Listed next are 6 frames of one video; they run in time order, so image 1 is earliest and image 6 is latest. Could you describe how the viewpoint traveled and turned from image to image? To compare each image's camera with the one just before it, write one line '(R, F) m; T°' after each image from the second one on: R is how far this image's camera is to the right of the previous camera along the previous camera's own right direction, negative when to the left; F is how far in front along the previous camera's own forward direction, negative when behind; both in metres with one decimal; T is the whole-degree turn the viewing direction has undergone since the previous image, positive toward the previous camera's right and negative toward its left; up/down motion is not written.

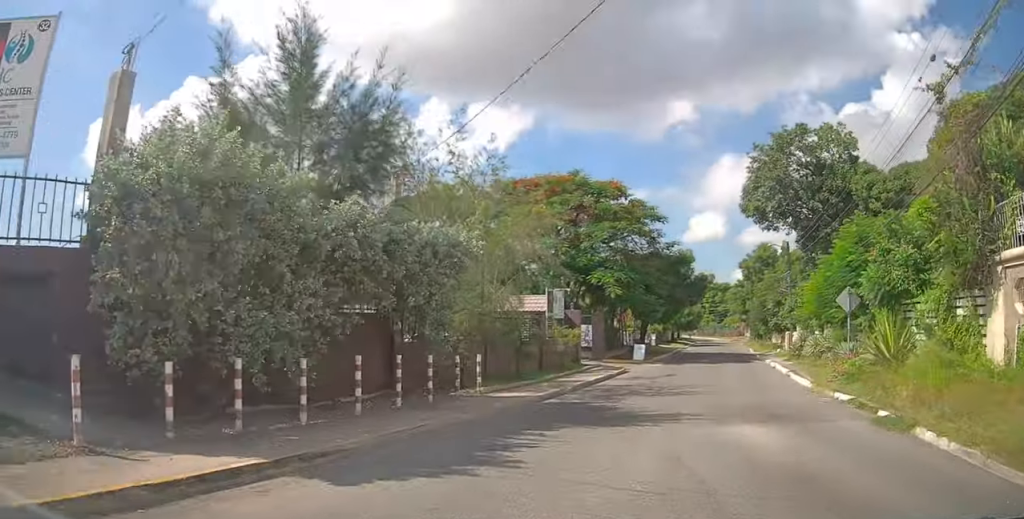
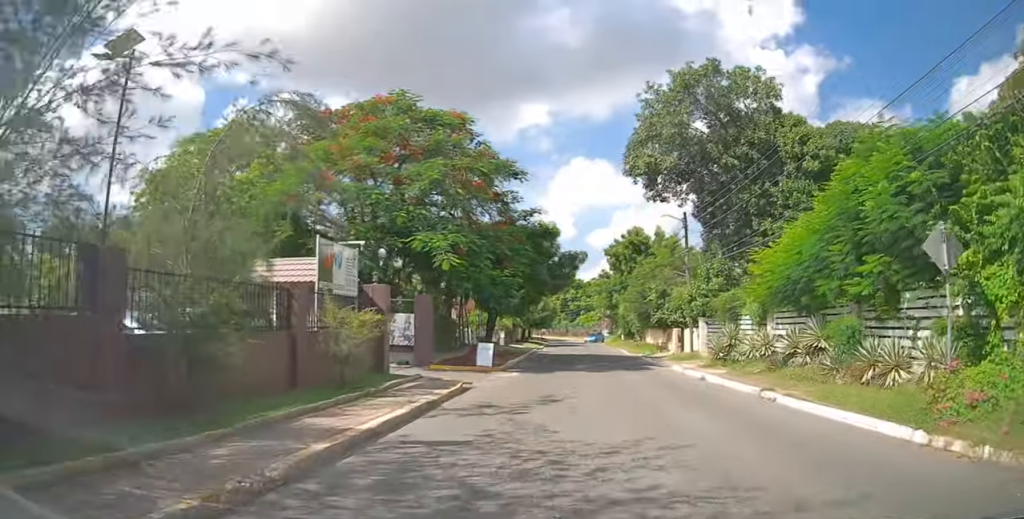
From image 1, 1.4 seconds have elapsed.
(+1.1, +10.5) m; +13°
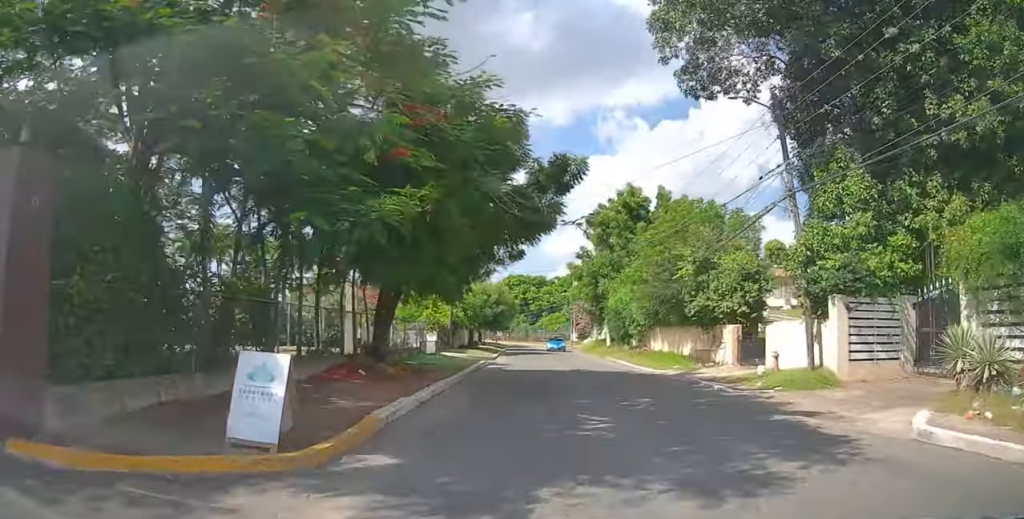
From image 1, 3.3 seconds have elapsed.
(+1.6, +17.0) m; +7°
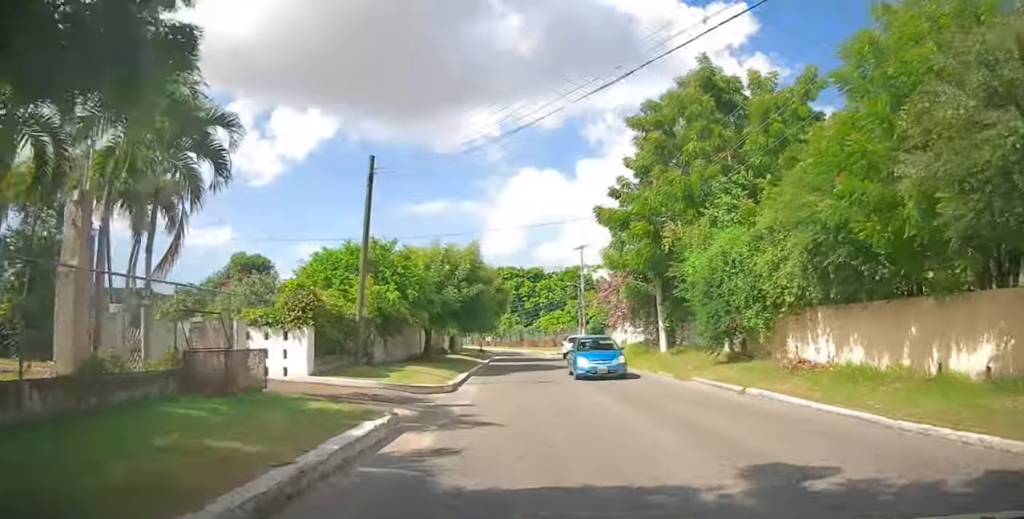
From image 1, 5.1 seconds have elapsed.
(+0.1, +18.9) m; -1°
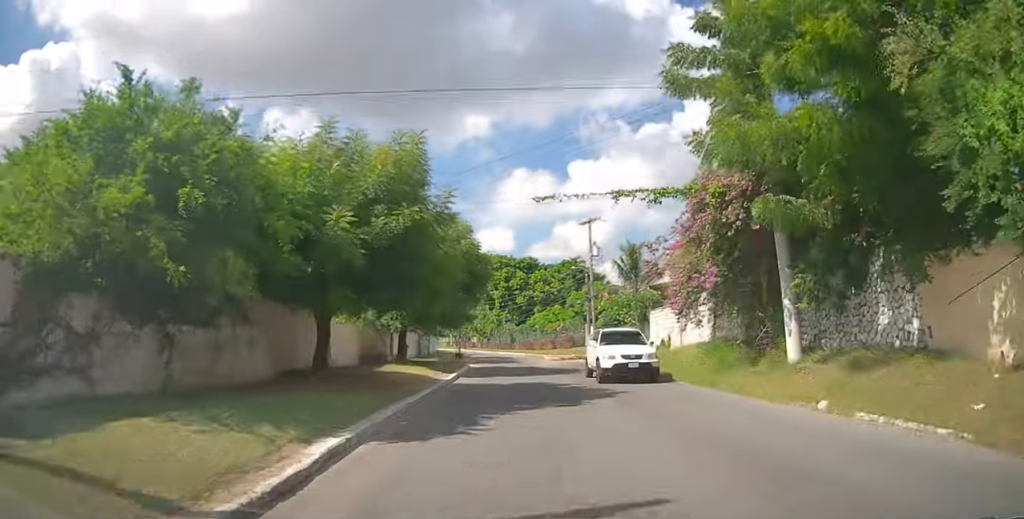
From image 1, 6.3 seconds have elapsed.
(-0.2, +13.8) m; 0°
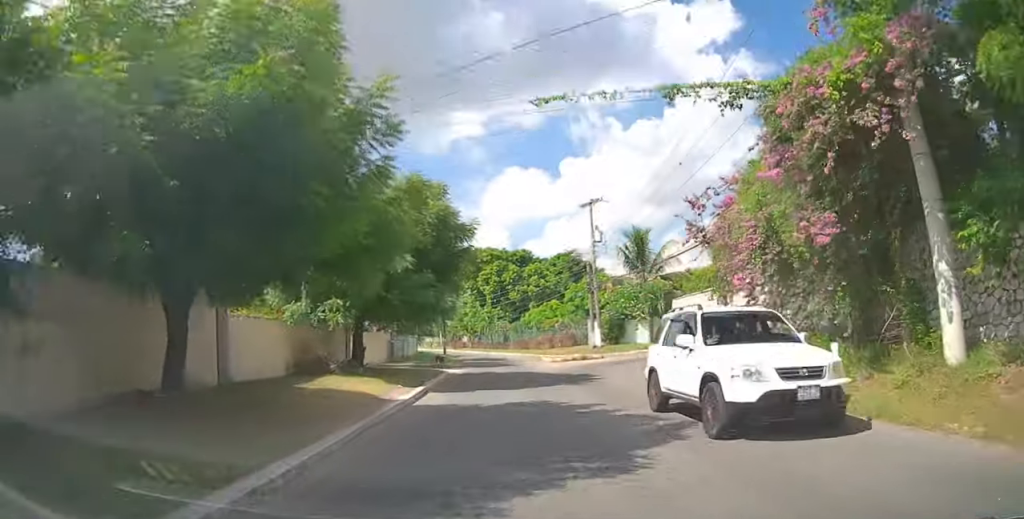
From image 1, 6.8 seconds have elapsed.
(0.0, +5.9) m; +1°
